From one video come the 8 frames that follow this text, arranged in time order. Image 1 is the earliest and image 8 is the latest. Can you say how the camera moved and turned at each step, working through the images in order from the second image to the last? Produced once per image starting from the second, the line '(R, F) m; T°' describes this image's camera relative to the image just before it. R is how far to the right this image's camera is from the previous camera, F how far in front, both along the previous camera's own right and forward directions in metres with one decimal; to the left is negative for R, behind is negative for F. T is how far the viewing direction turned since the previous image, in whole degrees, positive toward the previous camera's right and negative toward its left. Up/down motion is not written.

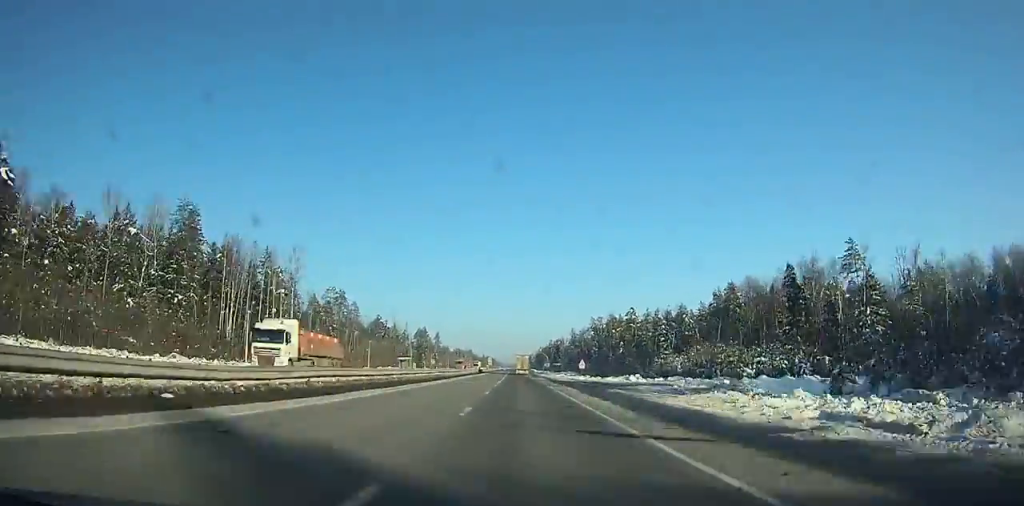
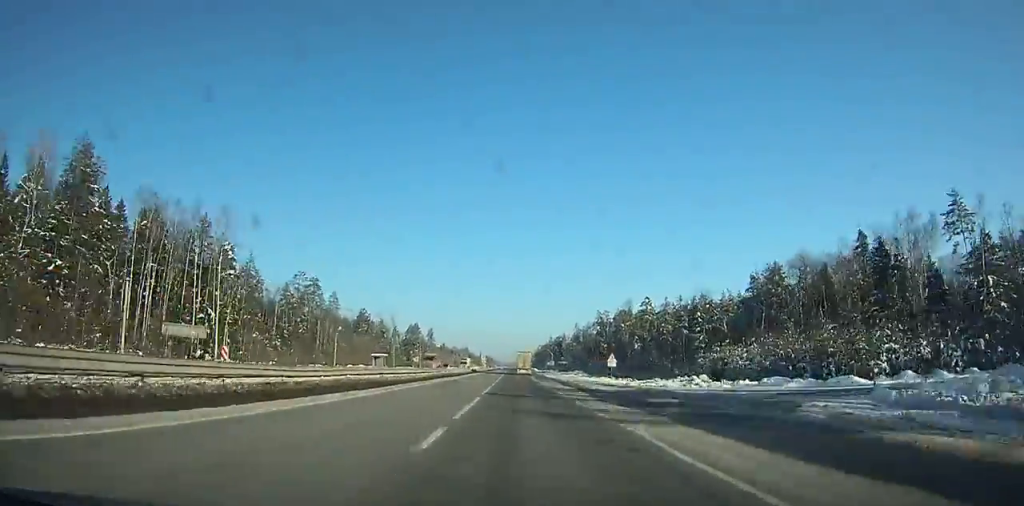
(0.0, +27.1) m; 0°
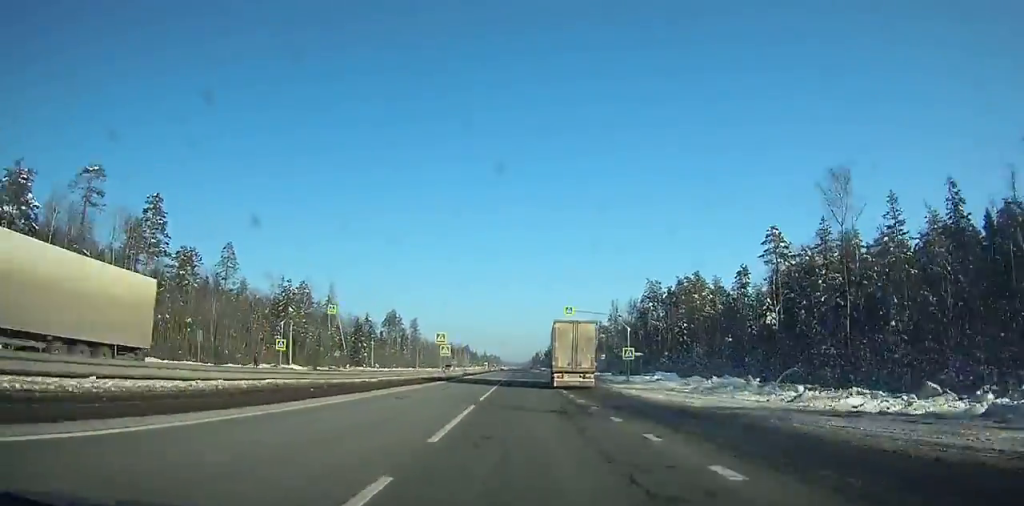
(-0.4, +90.3) m; 0°
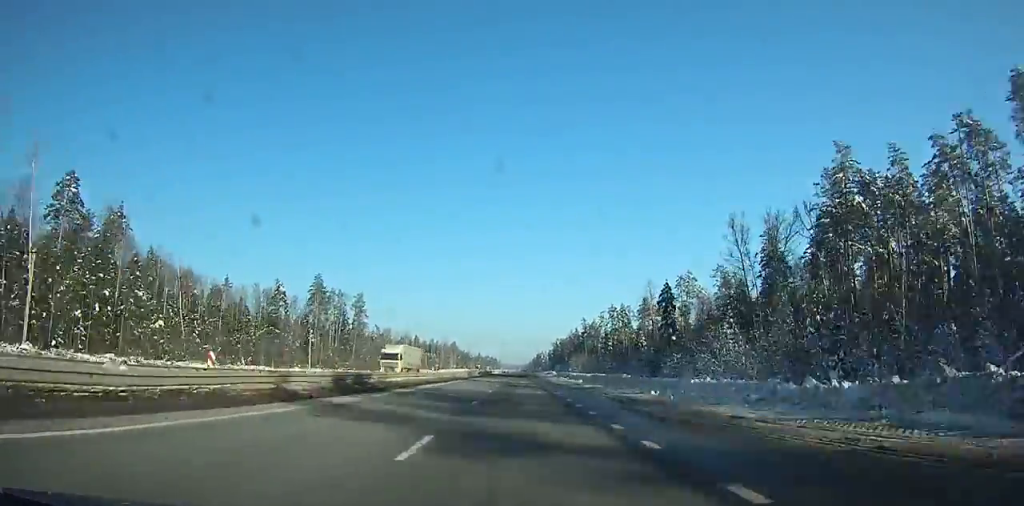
(+0.5, +120.9) m; 0°
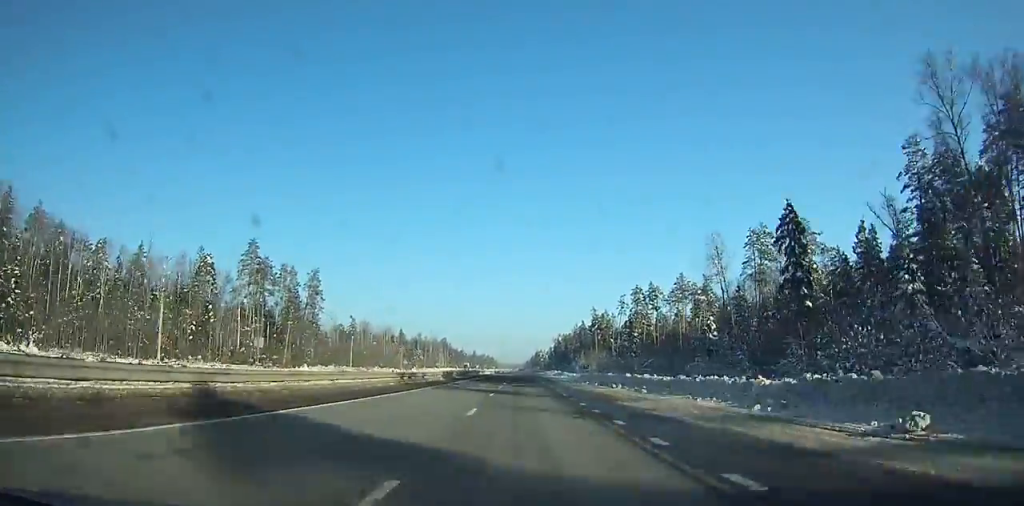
(-0.2, +52.0) m; 0°
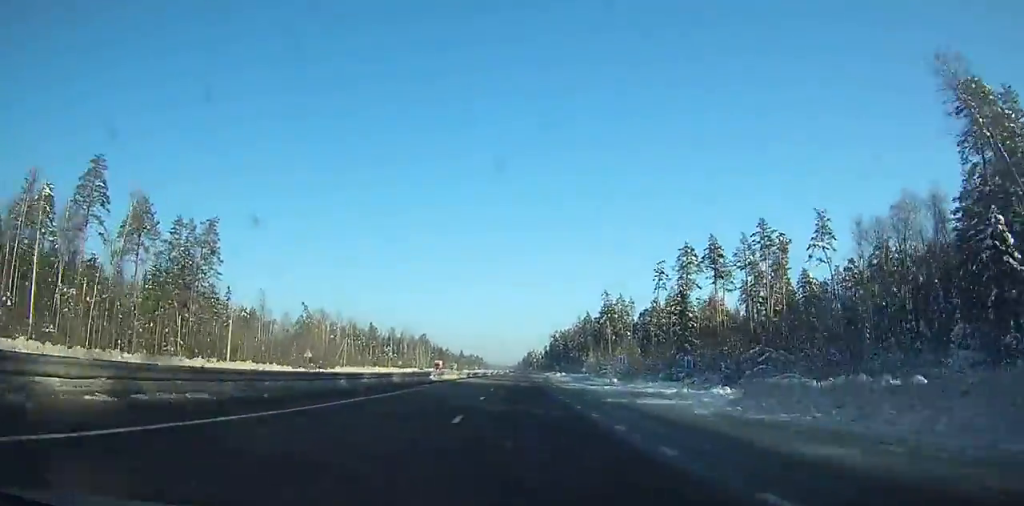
(+0.3, +62.0) m; +1°
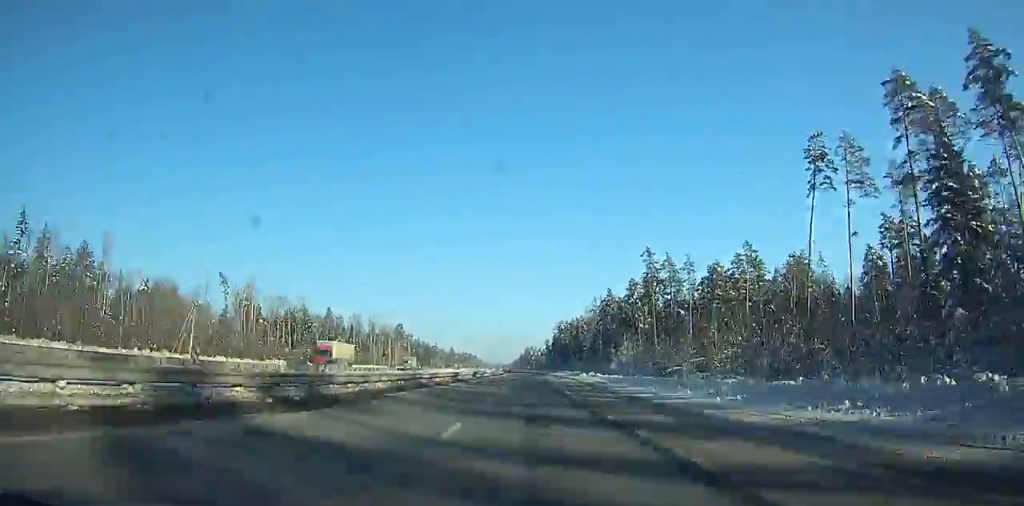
(+0.8, +74.7) m; +2°
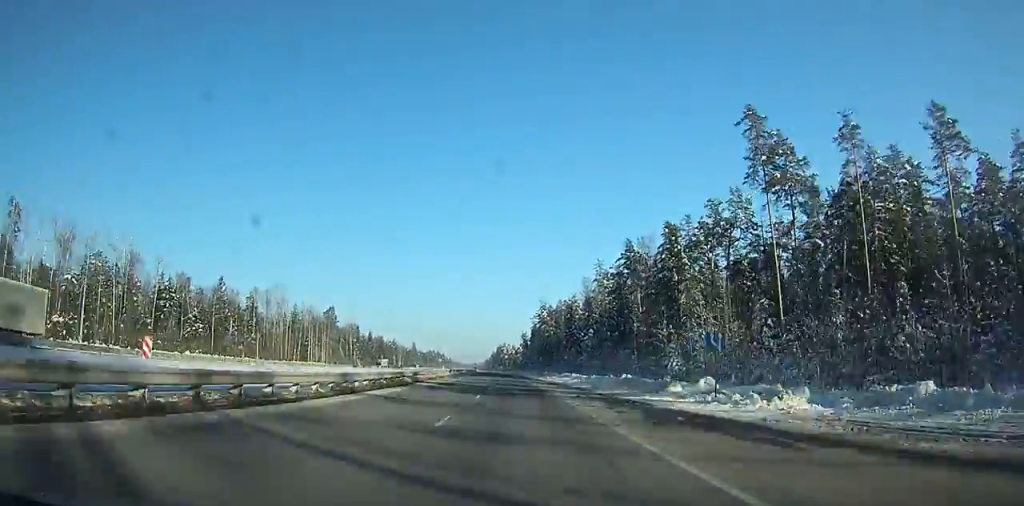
(+1.4, +83.8) m; +1°
